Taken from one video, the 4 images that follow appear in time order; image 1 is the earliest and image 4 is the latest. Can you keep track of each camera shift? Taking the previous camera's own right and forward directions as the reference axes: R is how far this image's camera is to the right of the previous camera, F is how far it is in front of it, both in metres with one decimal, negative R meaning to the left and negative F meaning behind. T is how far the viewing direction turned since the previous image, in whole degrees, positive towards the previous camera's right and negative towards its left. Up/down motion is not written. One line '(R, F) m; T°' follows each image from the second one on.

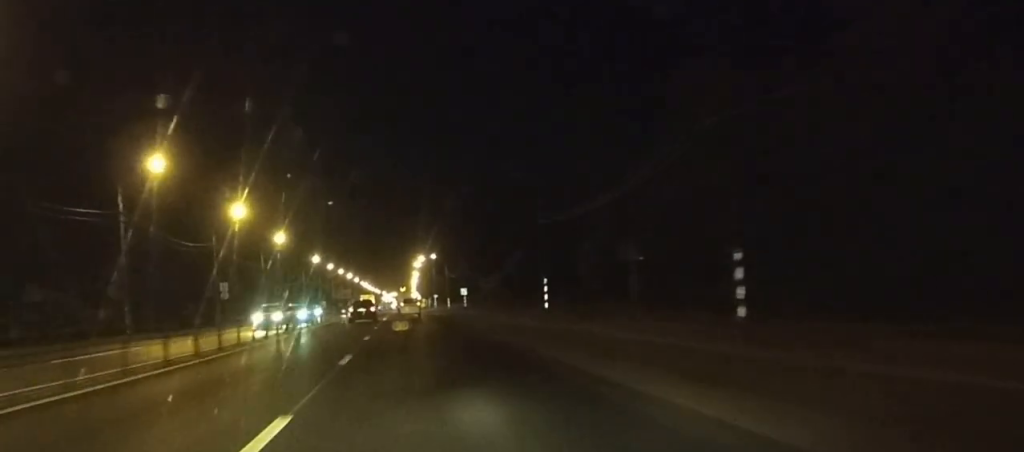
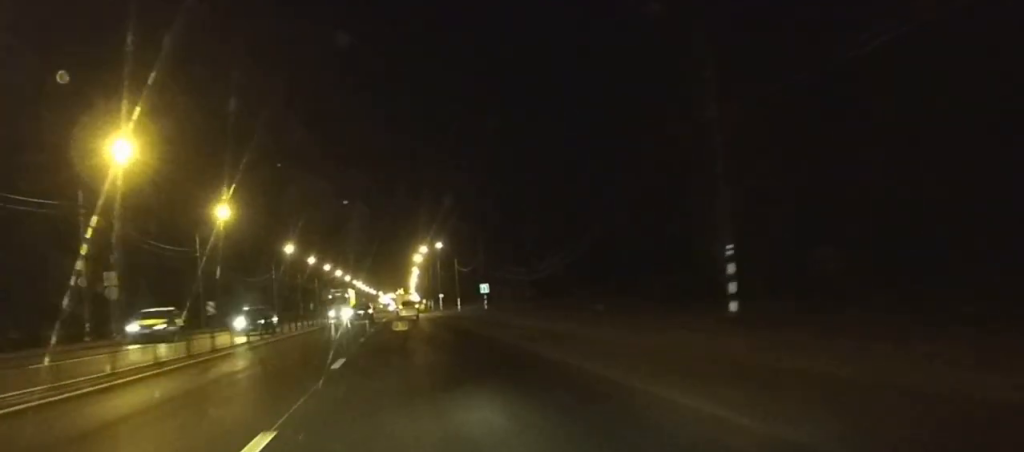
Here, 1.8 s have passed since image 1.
(0.0, +37.1) m; 0°
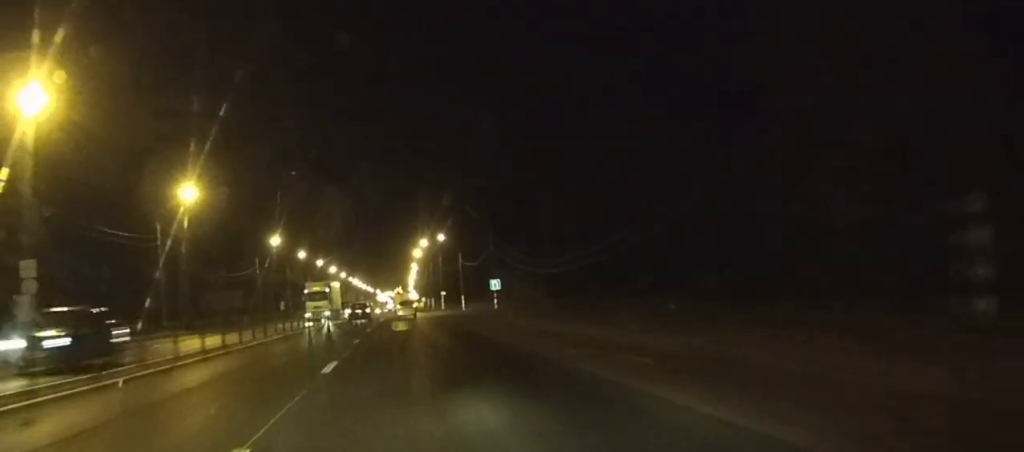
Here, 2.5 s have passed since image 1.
(0.0, +13.0) m; 0°
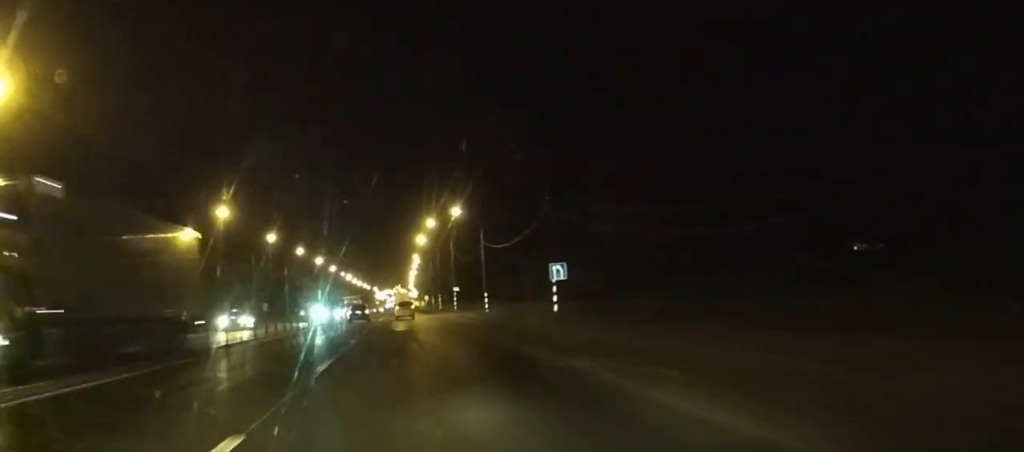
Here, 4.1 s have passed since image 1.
(0.0, +34.3) m; 0°
